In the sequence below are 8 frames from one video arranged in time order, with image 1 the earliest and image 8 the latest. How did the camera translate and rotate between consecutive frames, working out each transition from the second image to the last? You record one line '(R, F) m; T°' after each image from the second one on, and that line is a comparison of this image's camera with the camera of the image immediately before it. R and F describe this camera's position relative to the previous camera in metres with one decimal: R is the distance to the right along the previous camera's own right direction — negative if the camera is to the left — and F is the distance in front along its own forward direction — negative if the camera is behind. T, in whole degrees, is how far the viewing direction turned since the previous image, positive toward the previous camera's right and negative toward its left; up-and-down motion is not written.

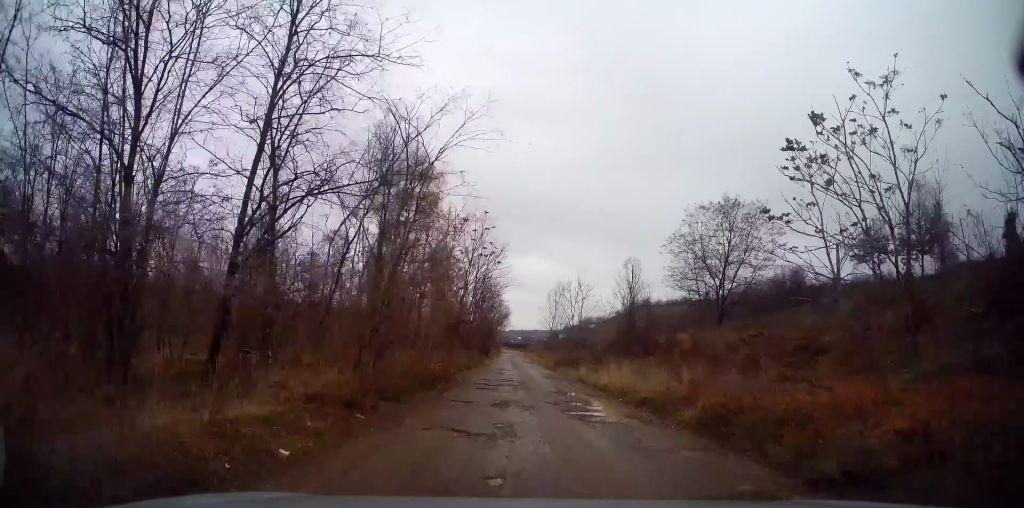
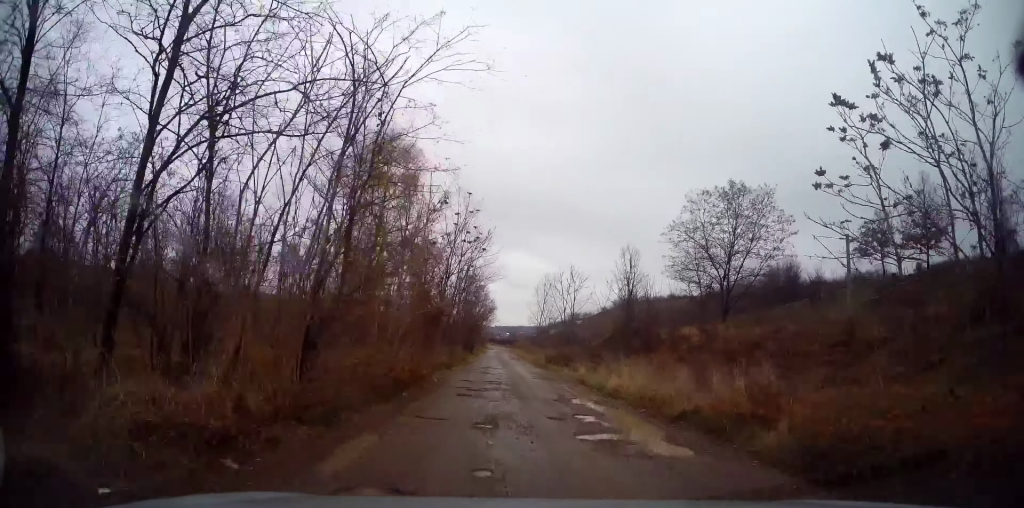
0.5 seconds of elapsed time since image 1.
(-0.1, +3.3) m; +2°
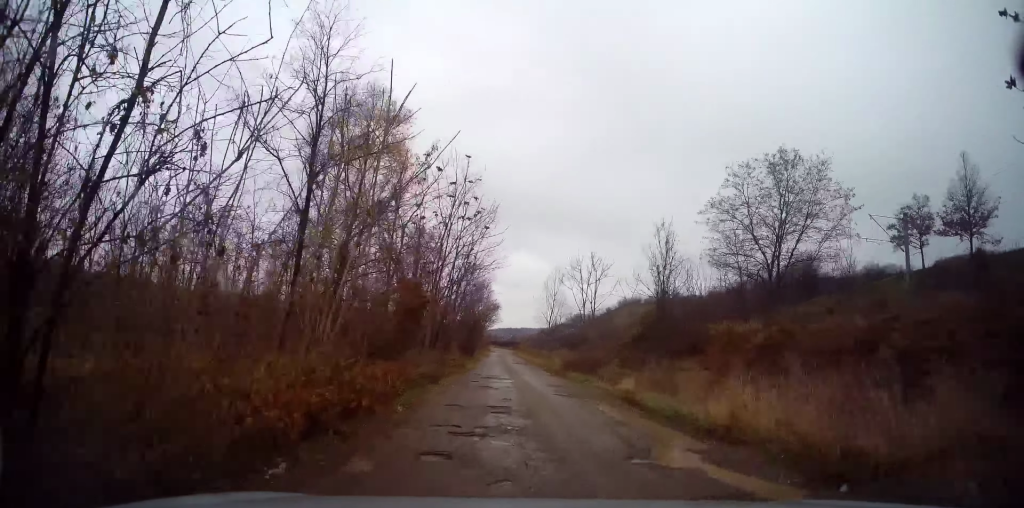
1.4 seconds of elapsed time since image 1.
(+0.3, +7.0) m; +3°
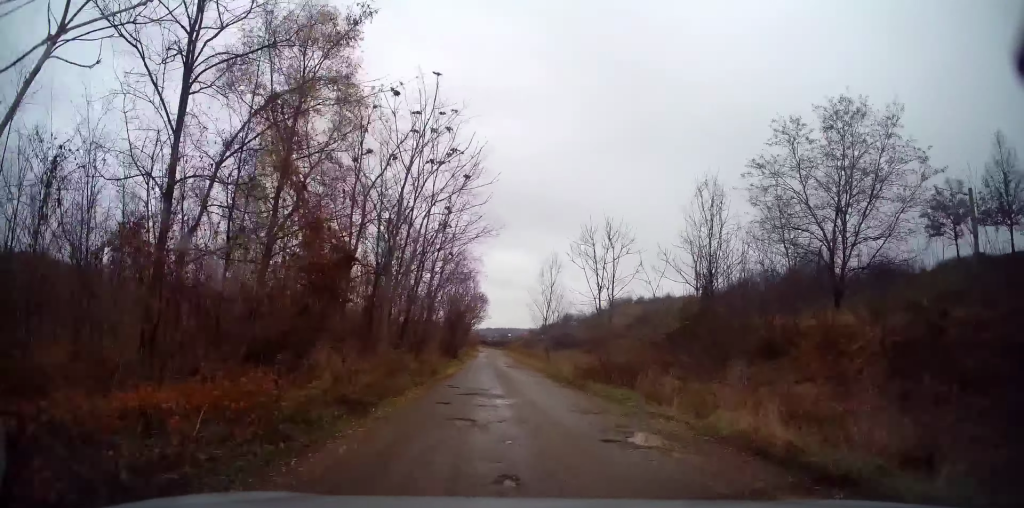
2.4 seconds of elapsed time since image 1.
(+0.1, +8.4) m; +2°
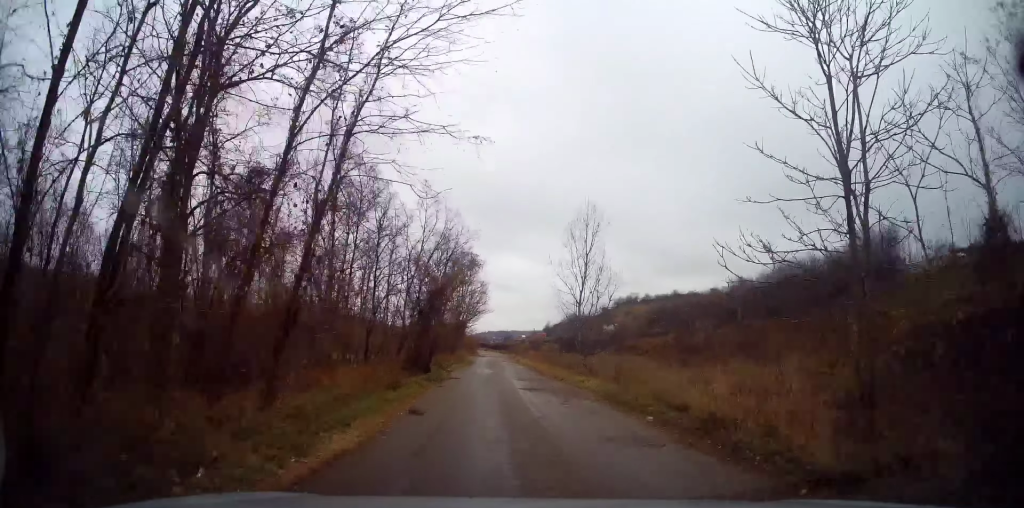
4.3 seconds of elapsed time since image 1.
(-0.2, +18.3) m; -2°
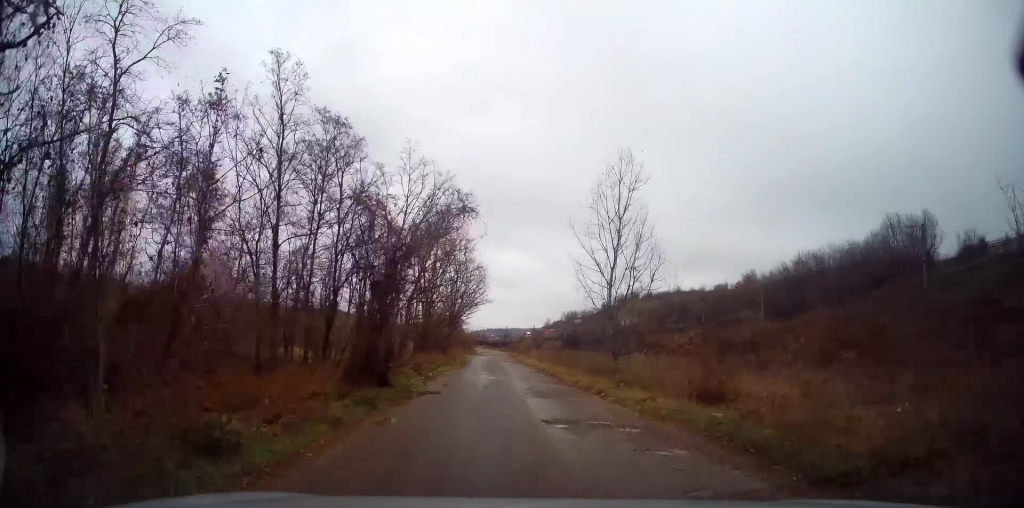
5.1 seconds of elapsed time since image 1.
(0.0, +8.3) m; 0°
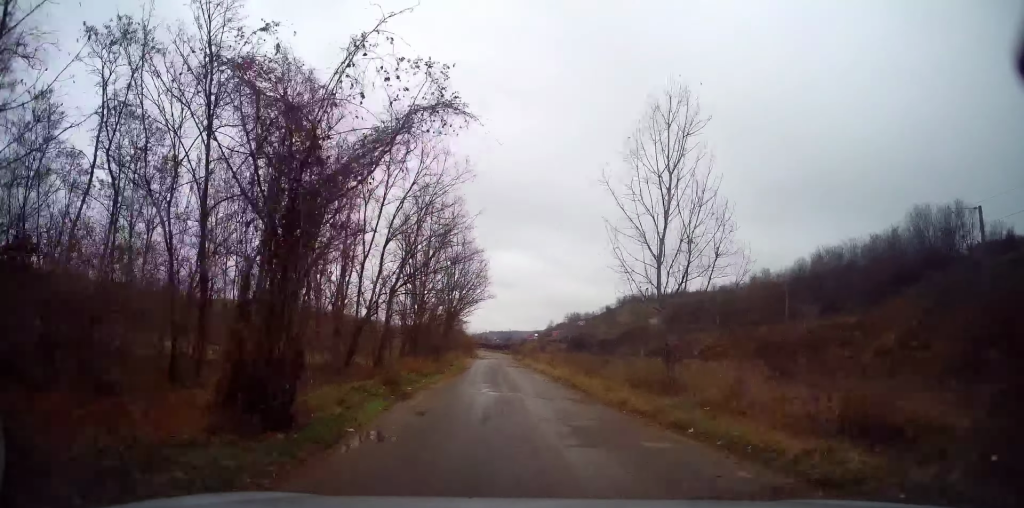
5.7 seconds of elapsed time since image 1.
(0.0, +6.7) m; +1°
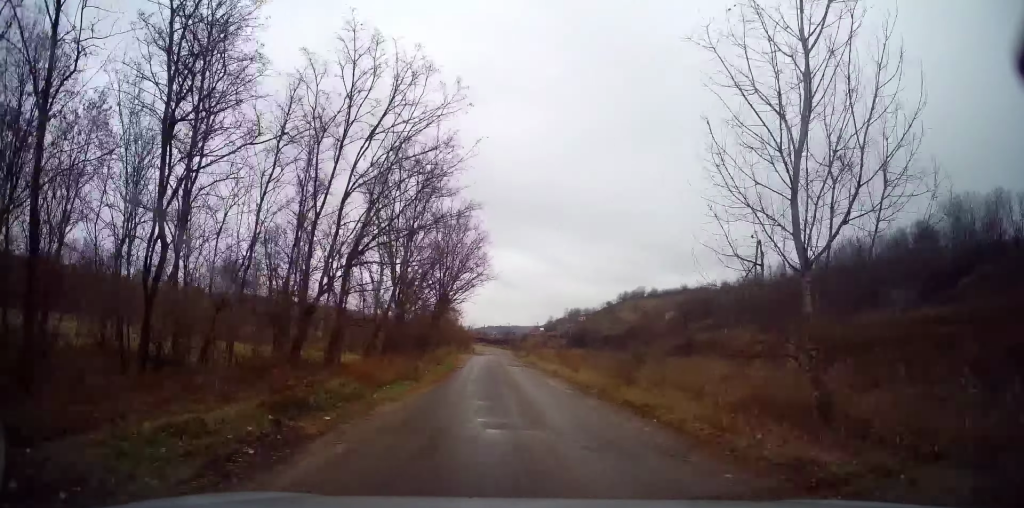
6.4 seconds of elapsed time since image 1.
(+0.1, +8.2) m; 0°
